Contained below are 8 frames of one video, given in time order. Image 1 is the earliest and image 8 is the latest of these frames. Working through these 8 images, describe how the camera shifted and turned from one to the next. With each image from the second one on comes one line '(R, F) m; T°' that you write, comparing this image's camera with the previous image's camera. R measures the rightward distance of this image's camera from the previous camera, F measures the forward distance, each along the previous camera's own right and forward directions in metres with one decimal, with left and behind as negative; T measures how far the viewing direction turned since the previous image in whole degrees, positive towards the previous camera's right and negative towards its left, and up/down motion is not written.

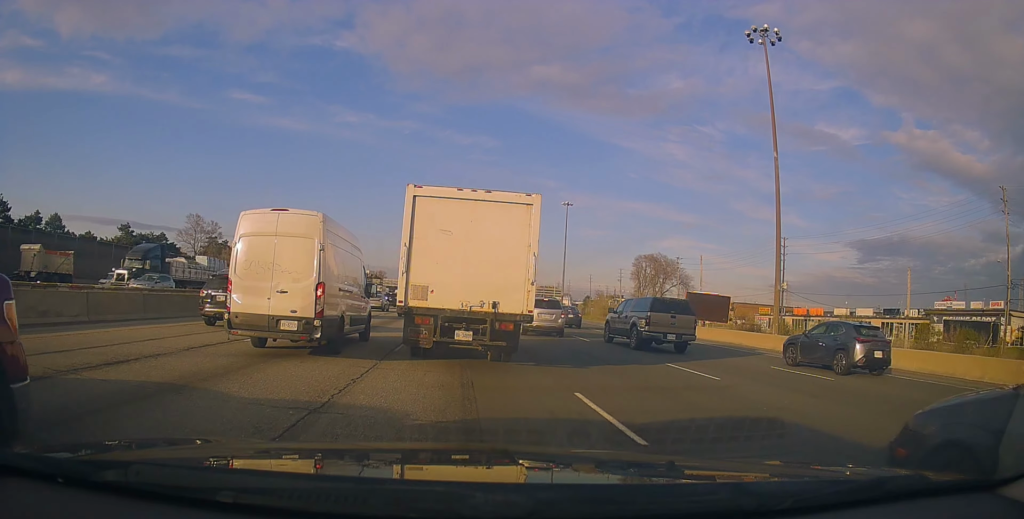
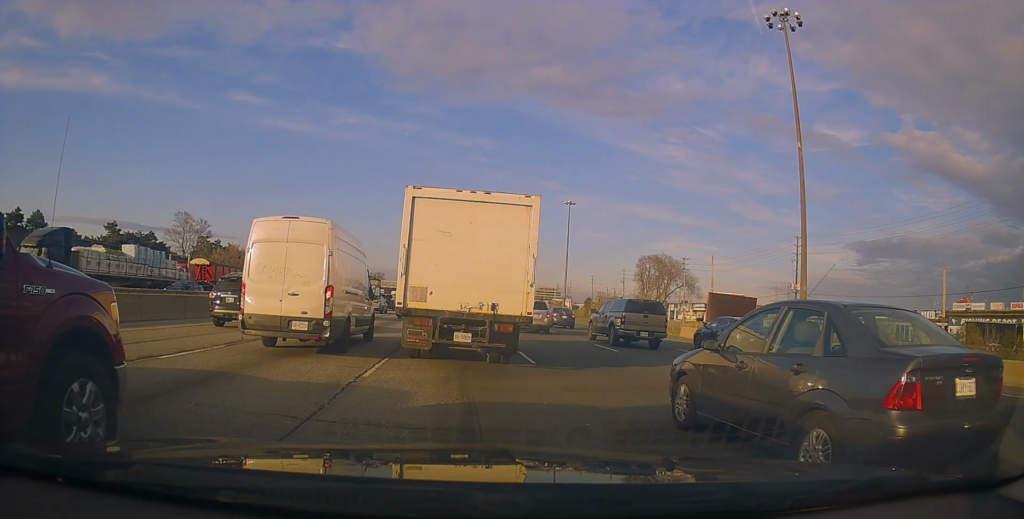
(-0.3, +4.2) m; -3°
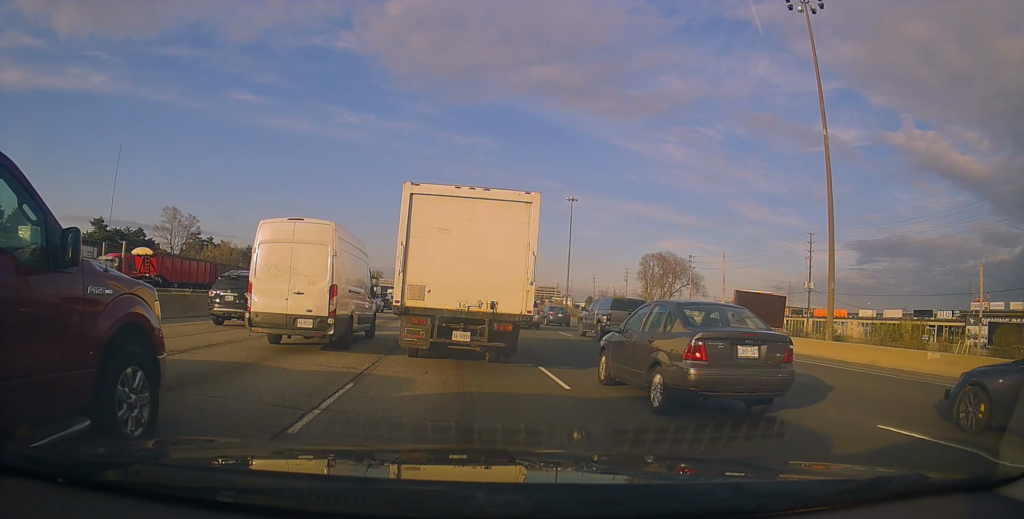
(-0.1, +4.0) m; +1°
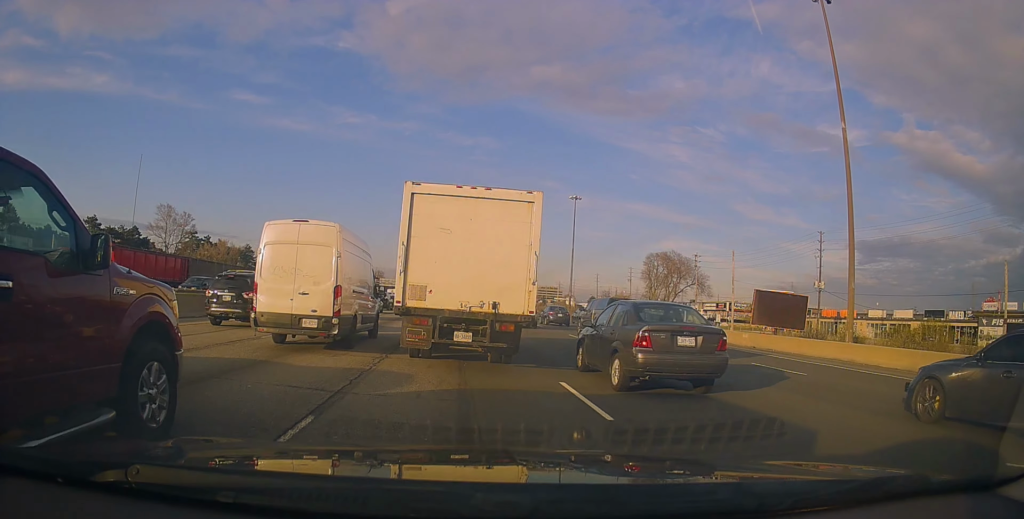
(-0.1, +2.3) m; +2°
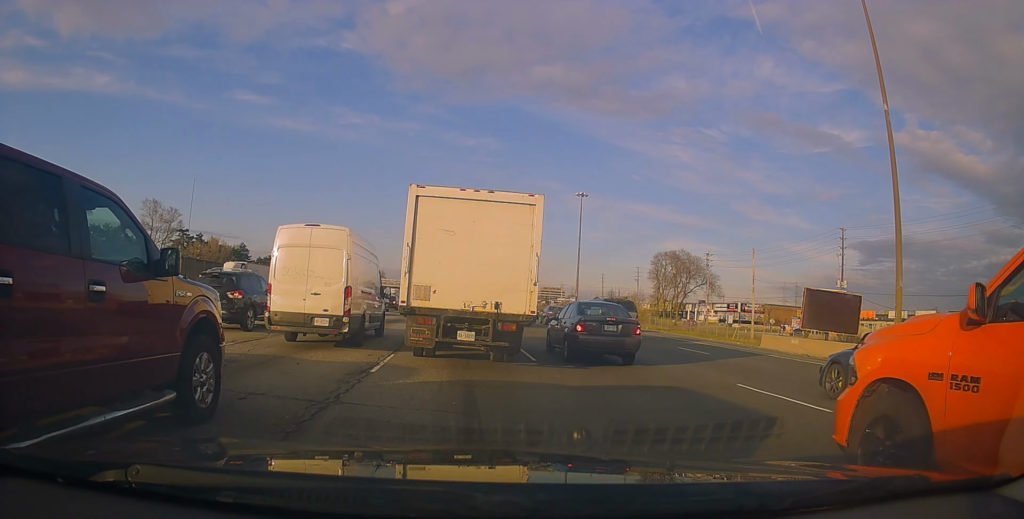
(+0.3, +5.2) m; 0°
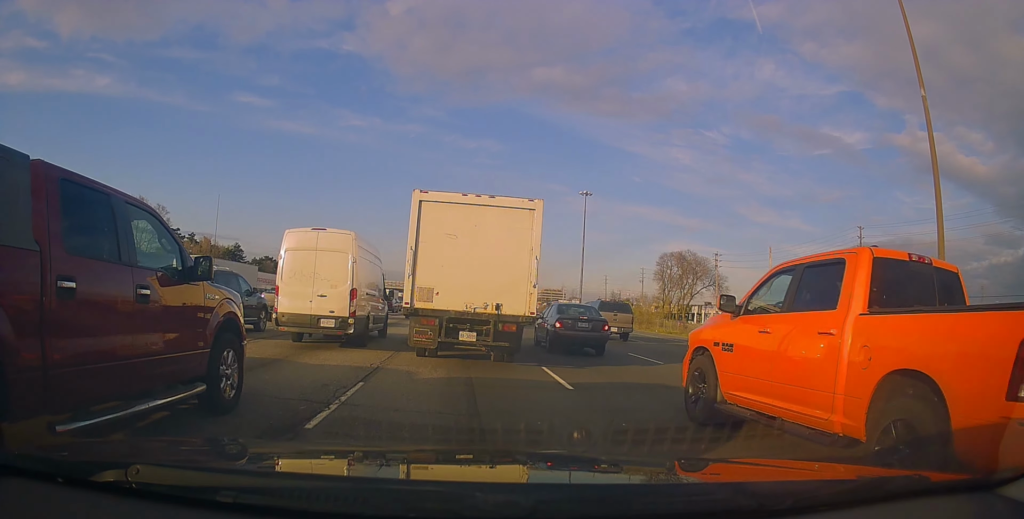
(-0.2, +4.0) m; 0°
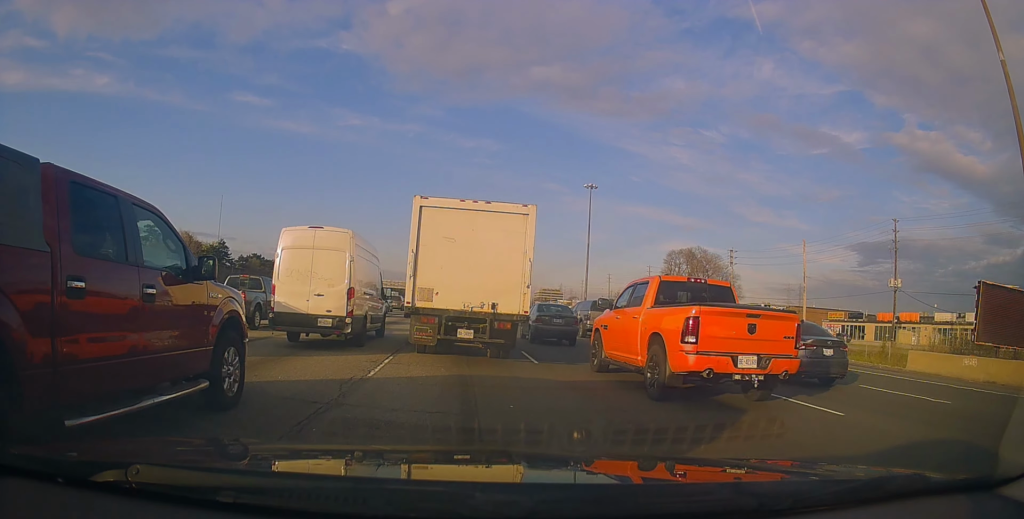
(+0.3, +7.7) m; +4°
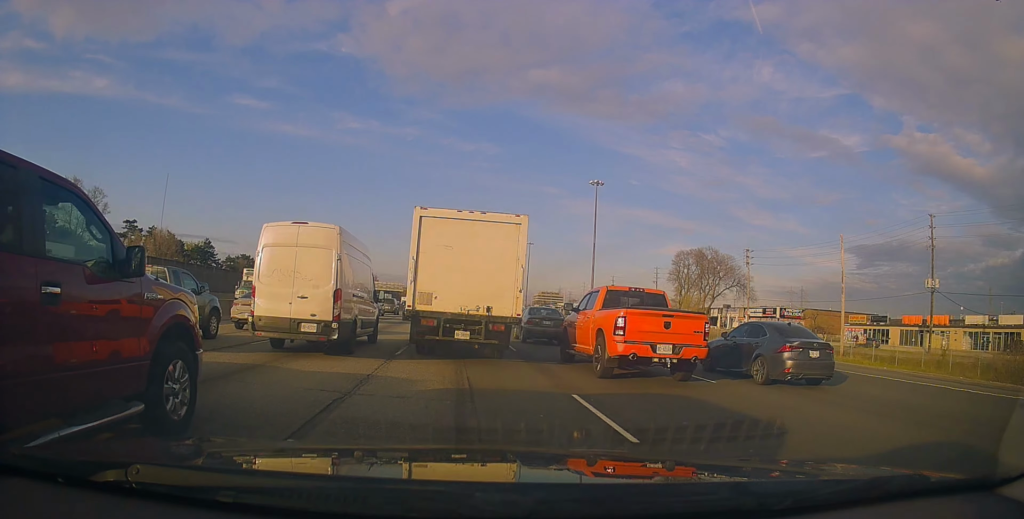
(0.0, +7.1) m; -2°
